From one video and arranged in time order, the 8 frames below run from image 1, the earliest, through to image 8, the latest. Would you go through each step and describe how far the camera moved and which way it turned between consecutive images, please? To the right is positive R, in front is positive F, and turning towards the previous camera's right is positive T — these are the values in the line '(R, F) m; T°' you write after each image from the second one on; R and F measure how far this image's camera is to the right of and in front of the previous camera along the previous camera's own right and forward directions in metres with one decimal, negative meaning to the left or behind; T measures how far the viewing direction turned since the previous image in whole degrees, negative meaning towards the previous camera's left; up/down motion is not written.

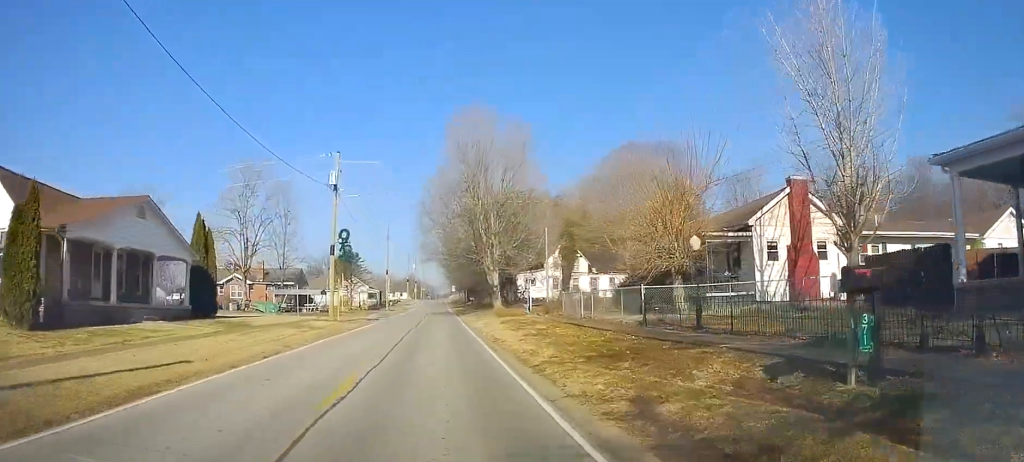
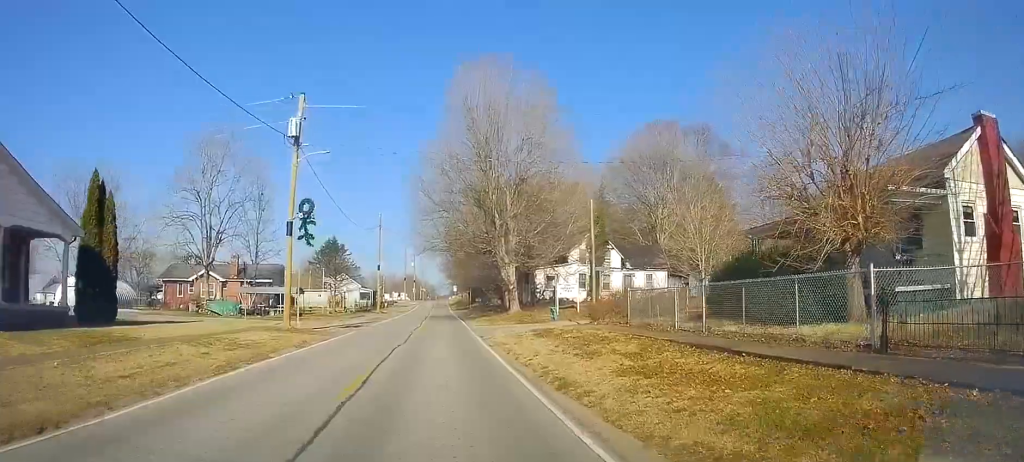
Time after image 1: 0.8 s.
(0.0, +11.1) m; 0°
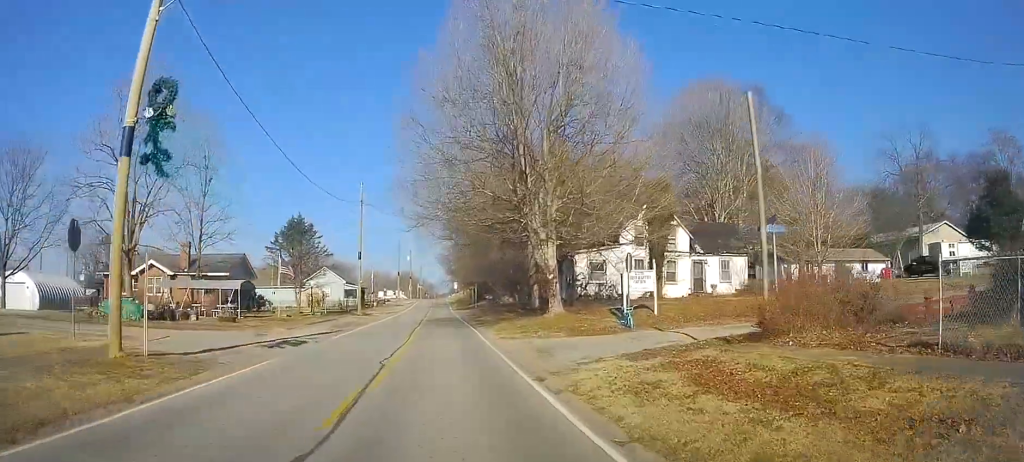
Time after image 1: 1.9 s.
(0.0, +14.5) m; +1°
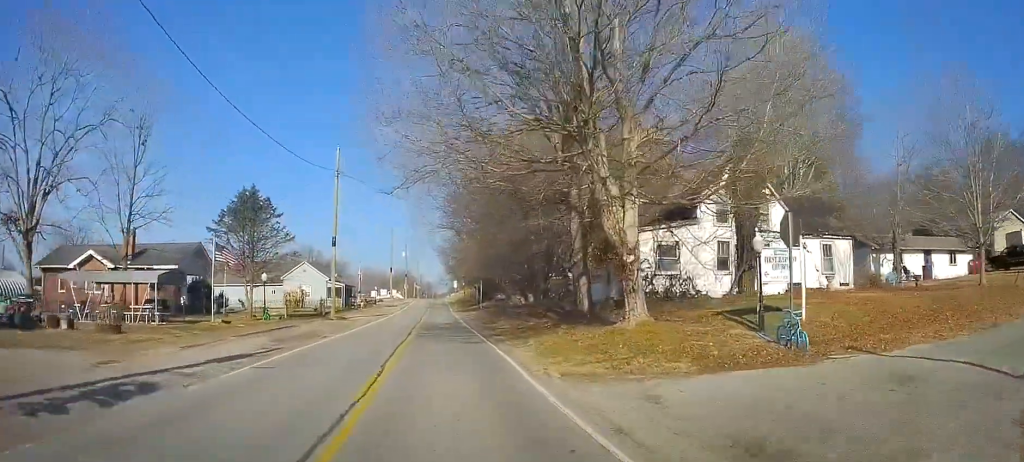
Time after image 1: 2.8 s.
(+0.2, +11.2) m; +1°
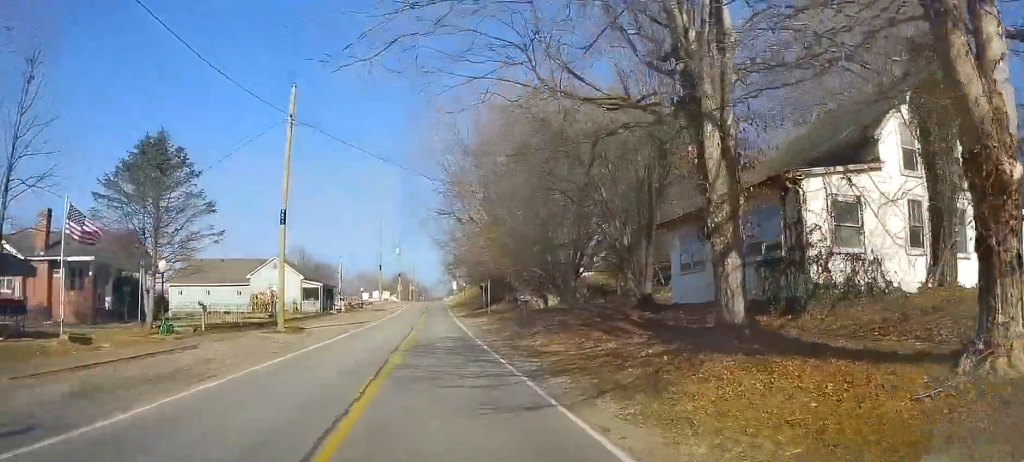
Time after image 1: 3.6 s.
(+0.1, +11.8) m; -1°
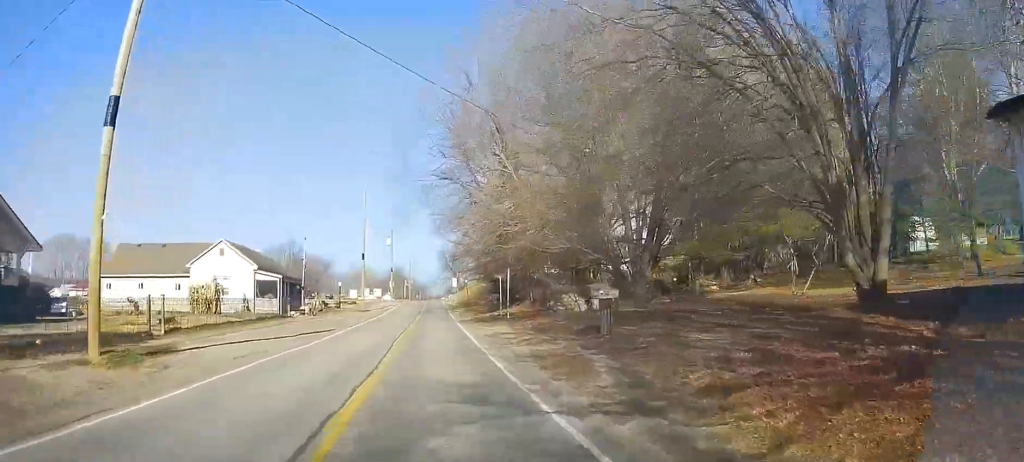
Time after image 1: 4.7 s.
(-0.3, +14.3) m; -1°
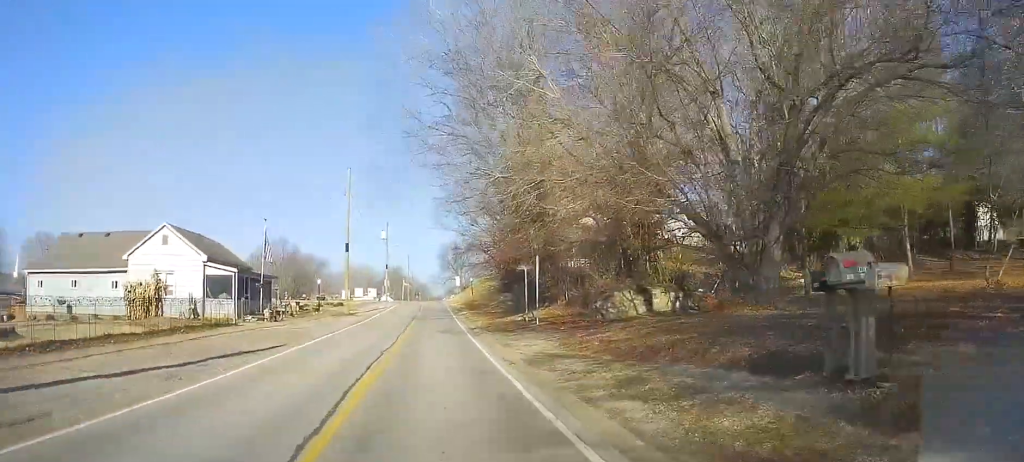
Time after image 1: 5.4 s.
(0.0, +9.8) m; 0°
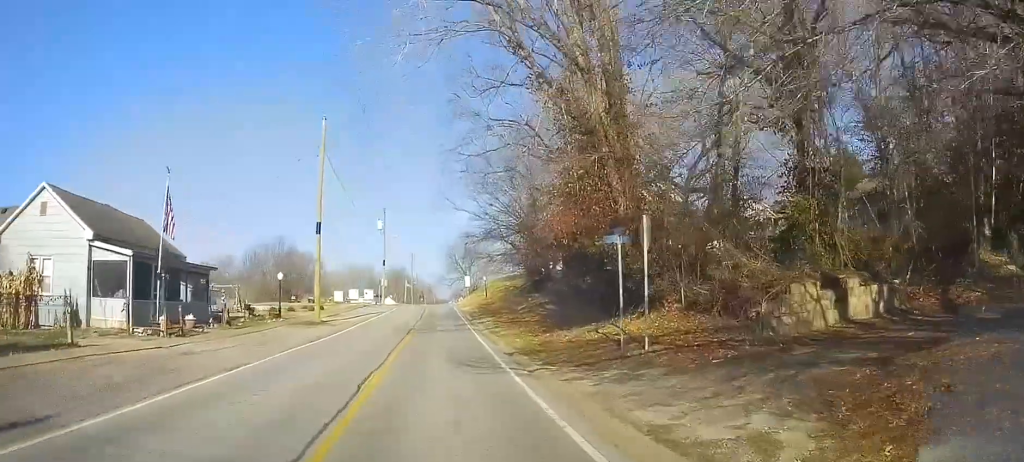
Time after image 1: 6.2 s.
(0.0, +12.3) m; 0°
